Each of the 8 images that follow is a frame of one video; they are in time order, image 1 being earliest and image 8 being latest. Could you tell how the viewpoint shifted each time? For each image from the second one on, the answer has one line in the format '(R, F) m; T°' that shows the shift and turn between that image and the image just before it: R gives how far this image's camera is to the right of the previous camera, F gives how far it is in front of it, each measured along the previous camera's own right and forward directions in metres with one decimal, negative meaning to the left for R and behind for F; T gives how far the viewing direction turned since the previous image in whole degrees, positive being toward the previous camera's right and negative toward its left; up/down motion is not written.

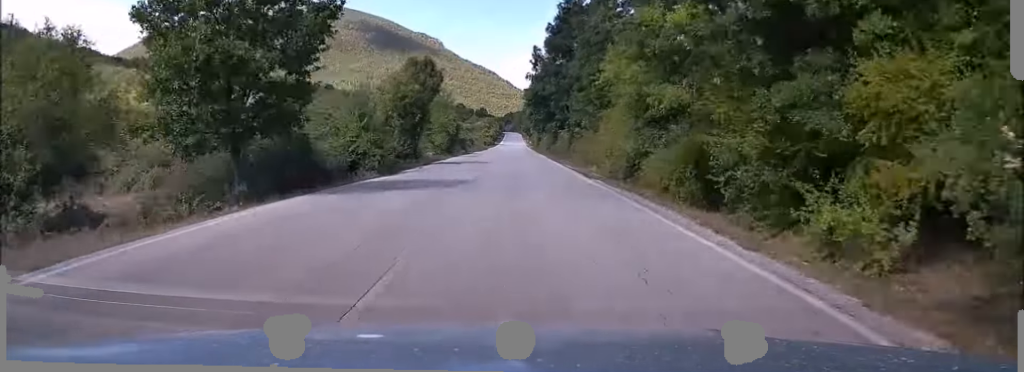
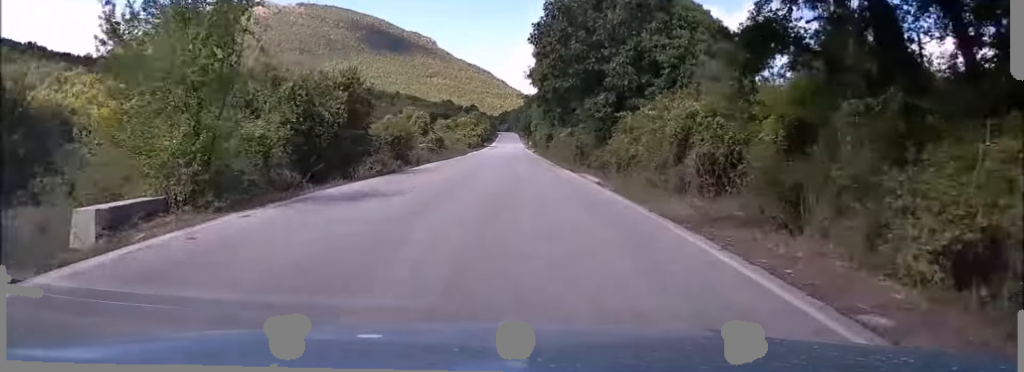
(-0.4, +44.9) m; -1°
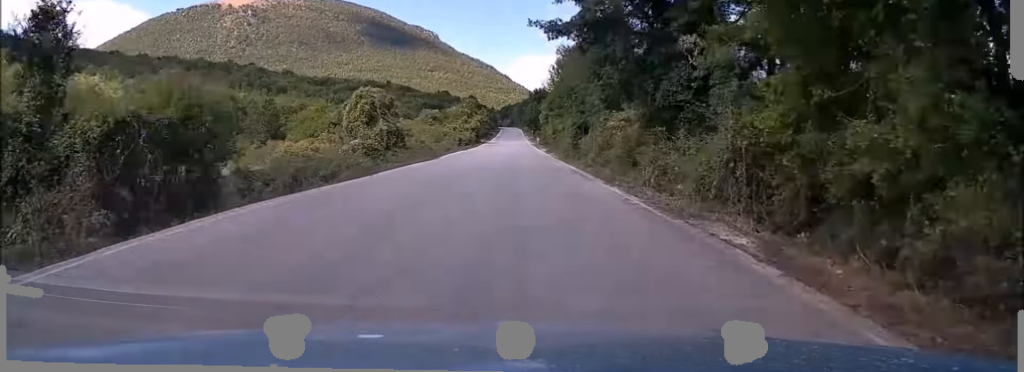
(+0.1, +29.2) m; 0°
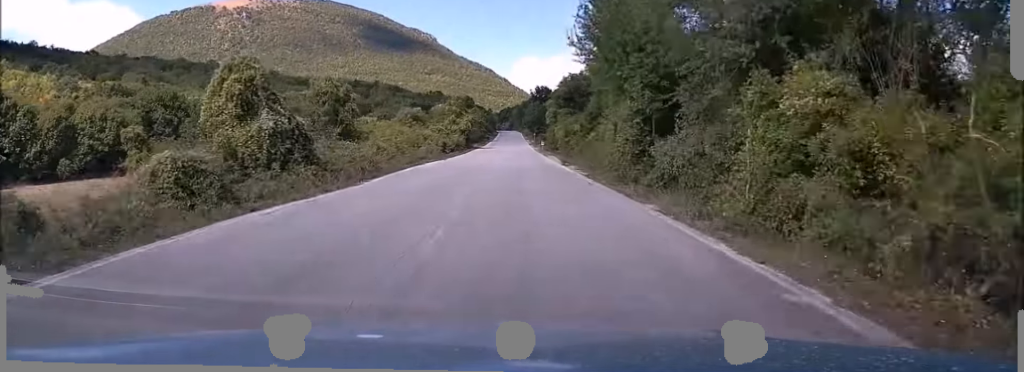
(0.0, +22.0) m; 0°
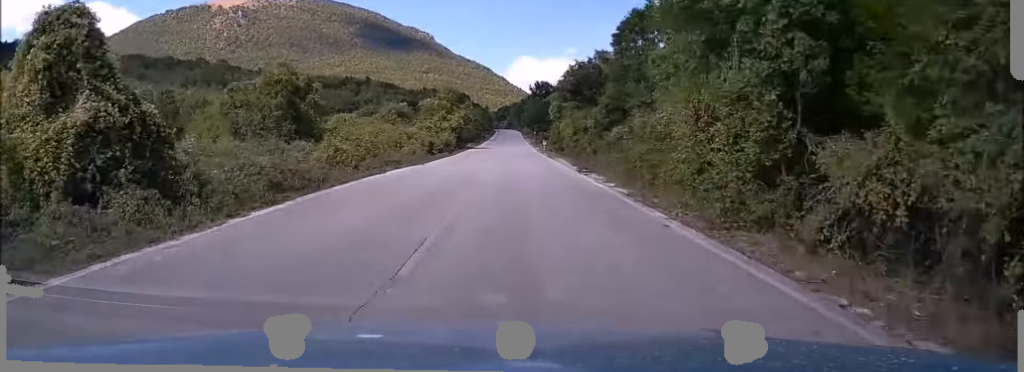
(0.0, +11.1) m; 0°
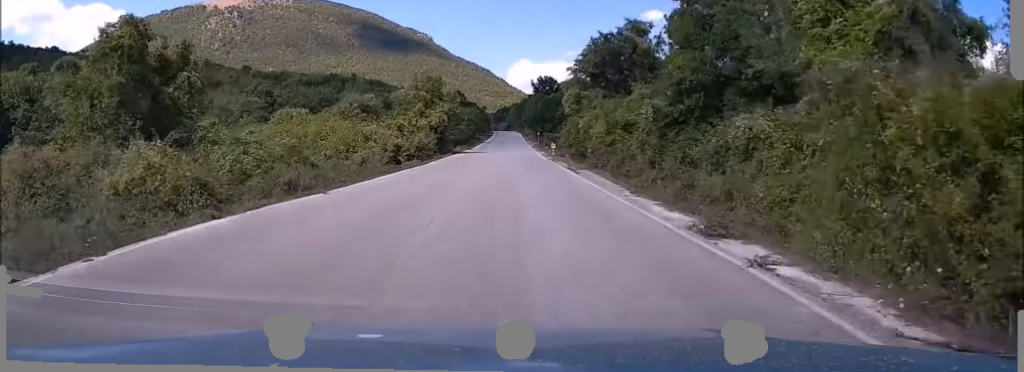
(0.0, +19.7) m; 0°
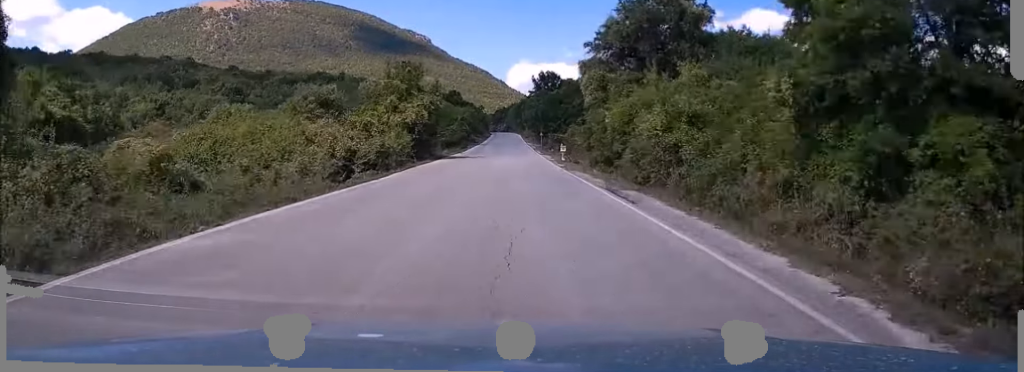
(0.0, +13.8) m; 0°
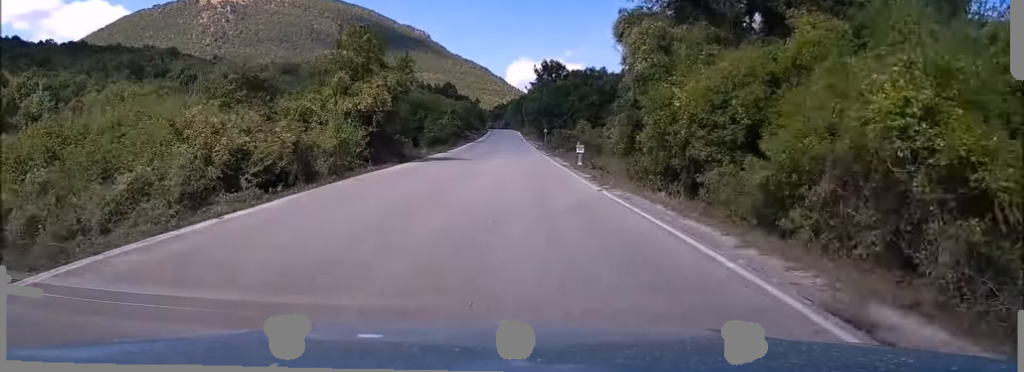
(0.0, +14.7) m; 0°
